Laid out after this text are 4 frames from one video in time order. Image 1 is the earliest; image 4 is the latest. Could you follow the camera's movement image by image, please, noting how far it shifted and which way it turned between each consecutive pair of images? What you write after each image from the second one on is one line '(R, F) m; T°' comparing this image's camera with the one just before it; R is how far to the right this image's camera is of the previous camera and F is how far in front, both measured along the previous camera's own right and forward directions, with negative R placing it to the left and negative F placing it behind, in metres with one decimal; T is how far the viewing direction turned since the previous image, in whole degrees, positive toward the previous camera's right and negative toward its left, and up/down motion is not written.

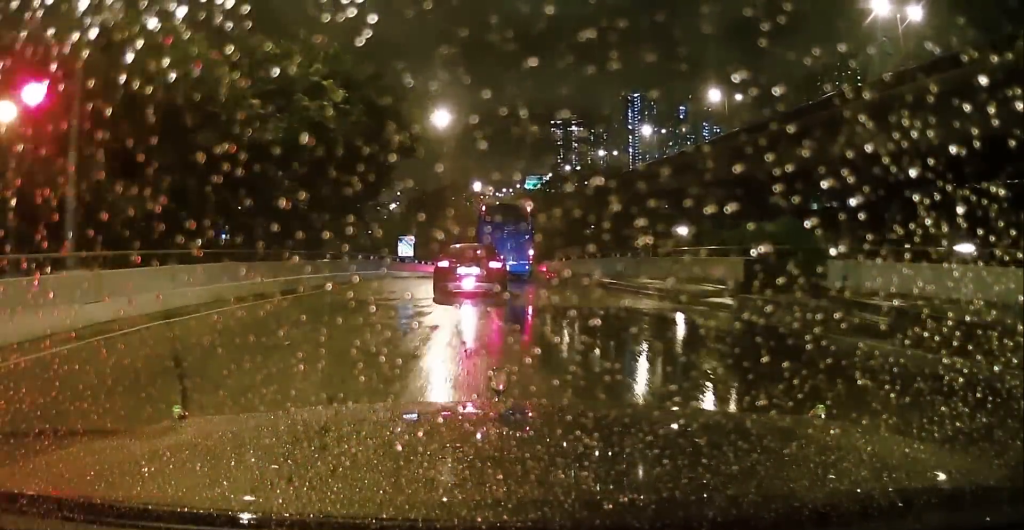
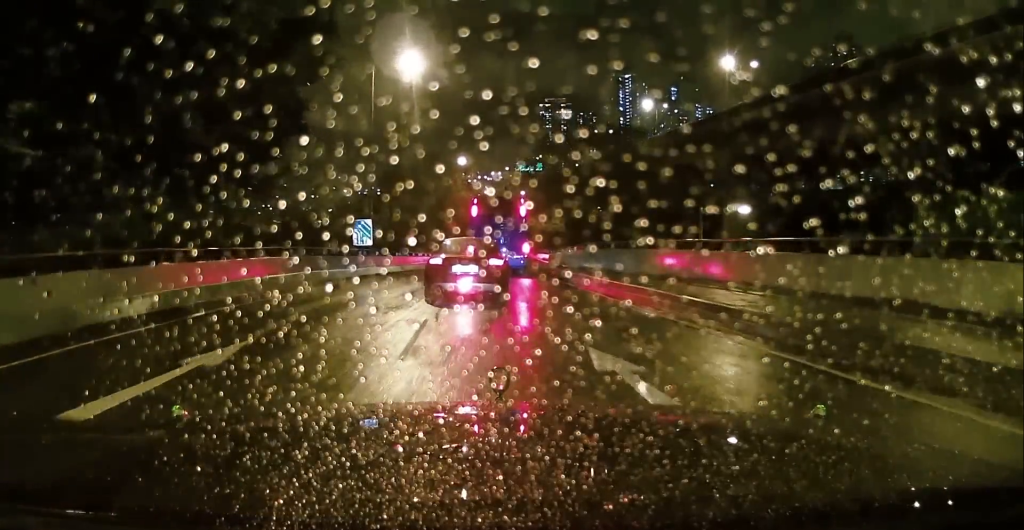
(-0.5, +11.8) m; -2°
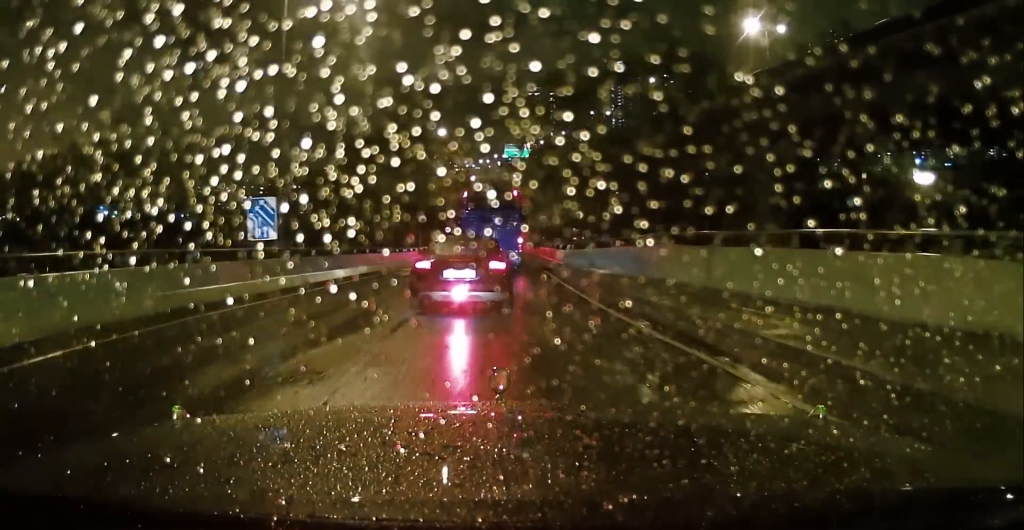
(+0.7, +14.1) m; +5°
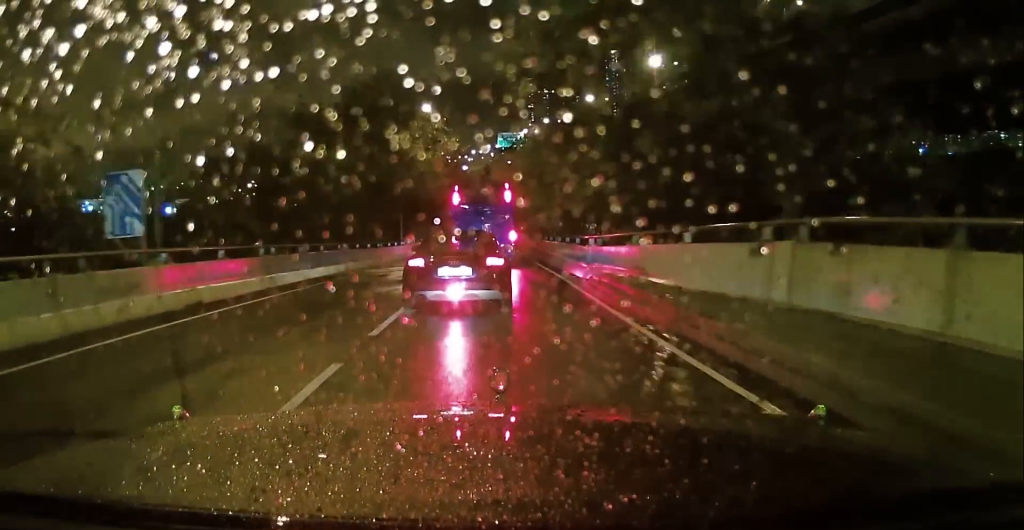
(-0.1, +8.6) m; -3°
